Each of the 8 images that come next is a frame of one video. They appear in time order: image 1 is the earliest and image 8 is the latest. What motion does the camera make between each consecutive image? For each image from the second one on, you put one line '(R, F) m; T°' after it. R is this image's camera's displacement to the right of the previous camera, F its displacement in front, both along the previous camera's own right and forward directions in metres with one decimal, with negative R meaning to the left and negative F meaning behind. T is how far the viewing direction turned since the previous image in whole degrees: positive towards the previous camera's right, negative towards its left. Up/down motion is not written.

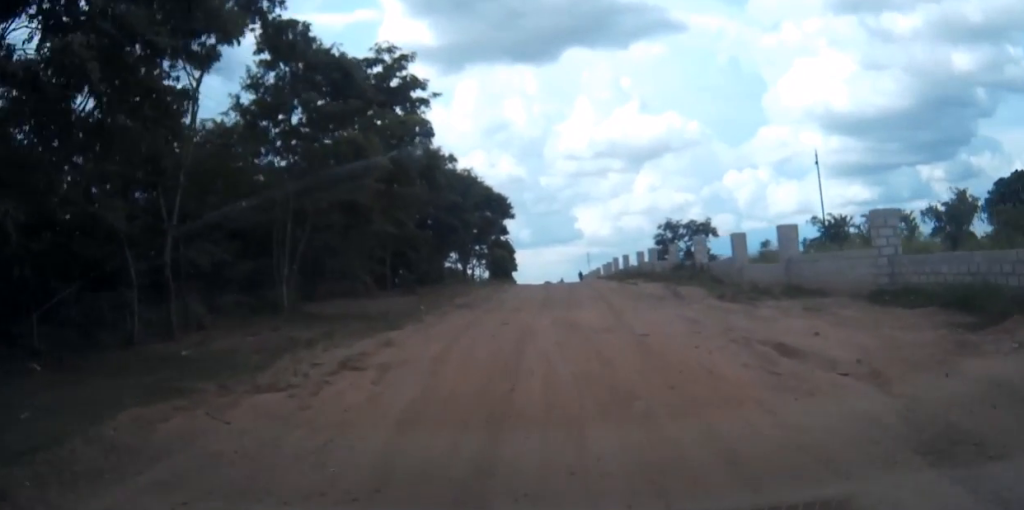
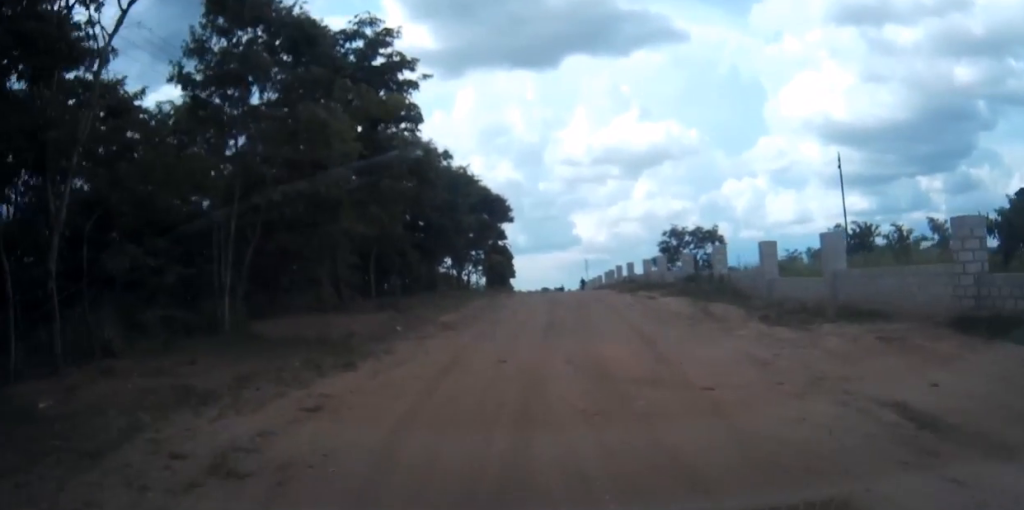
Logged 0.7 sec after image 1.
(0.0, +3.5) m; -1°
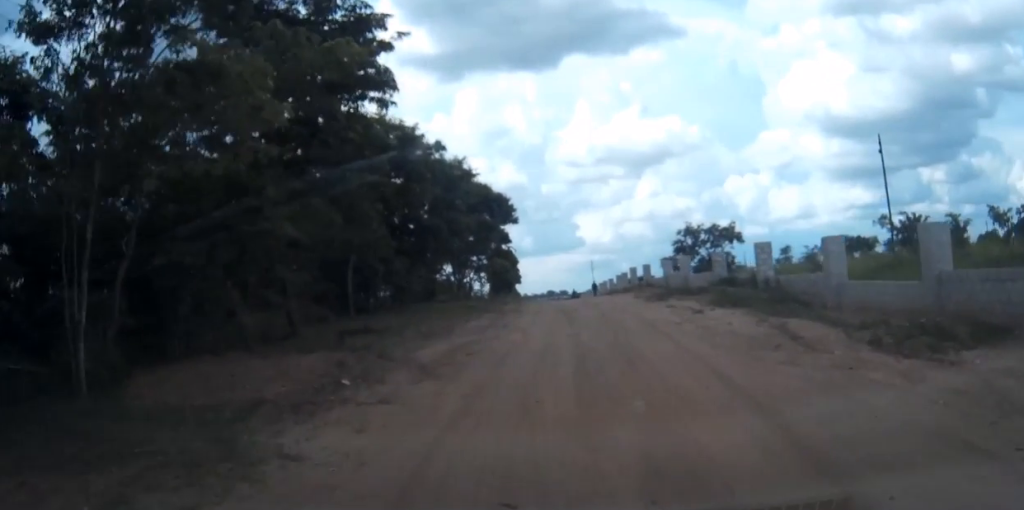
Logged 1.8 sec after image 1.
(-0.1, +5.4) m; +1°
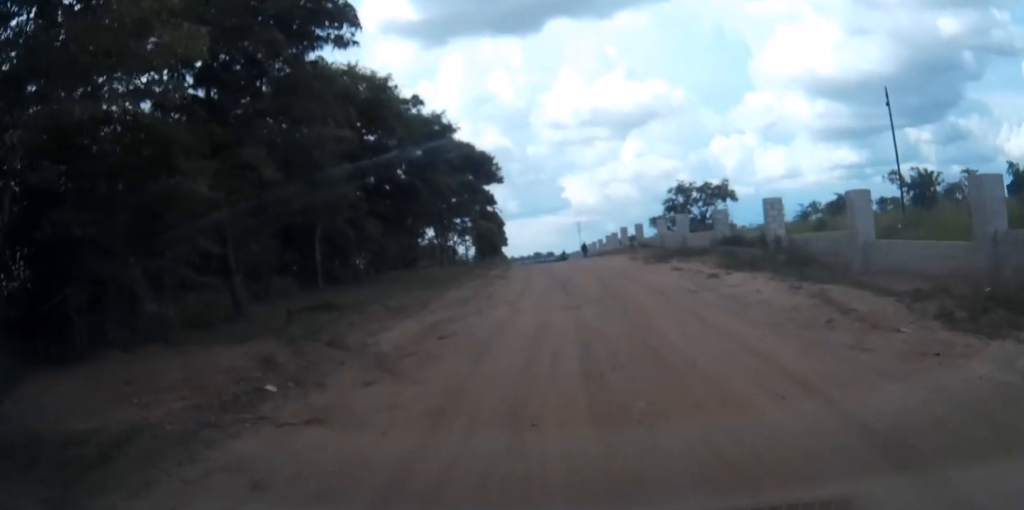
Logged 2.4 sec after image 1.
(0.0, +2.8) m; +2°
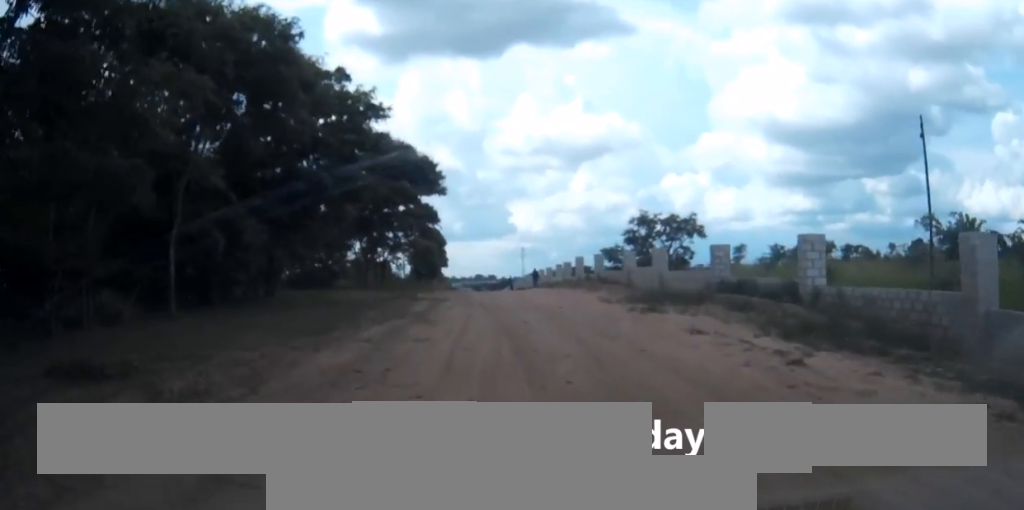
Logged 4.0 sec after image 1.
(+0.3, +7.3) m; +3°
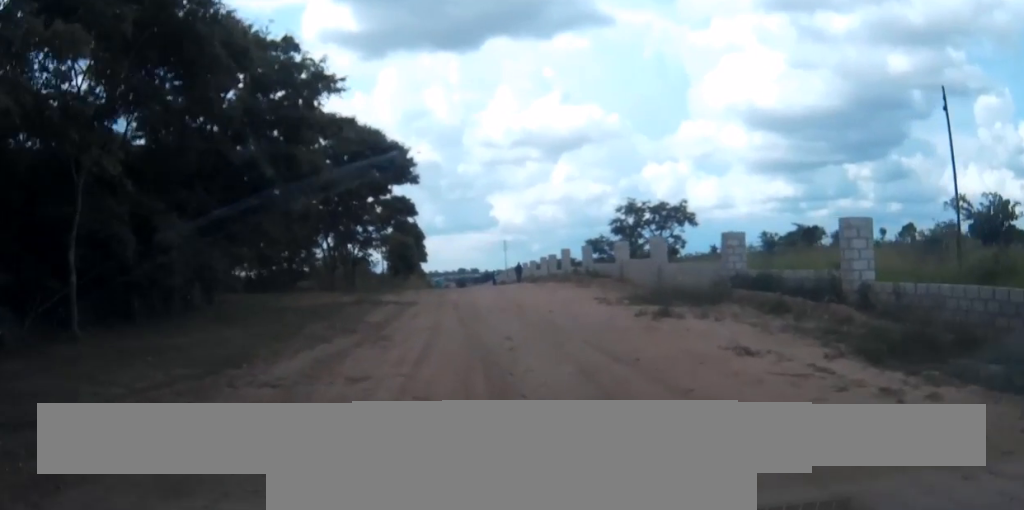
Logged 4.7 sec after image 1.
(-0.1, +3.6) m; +2°
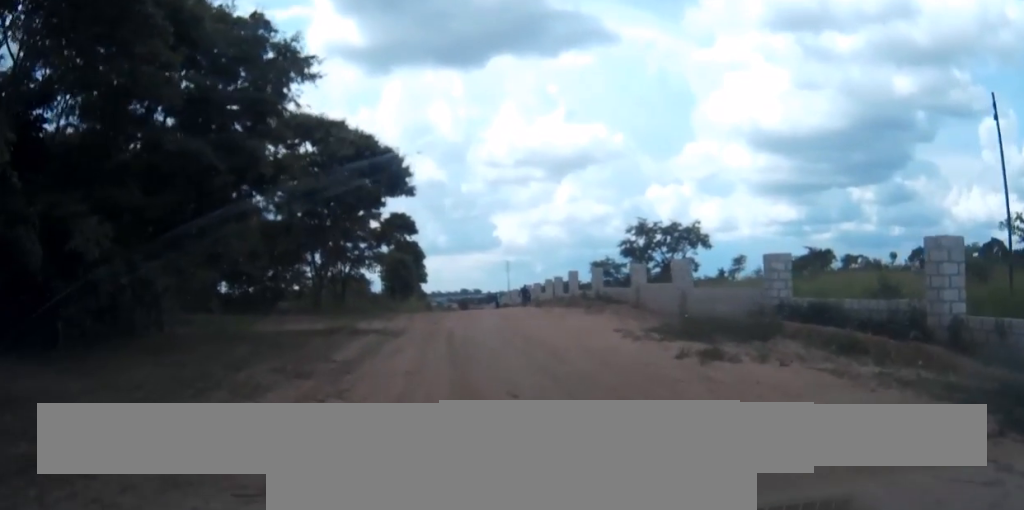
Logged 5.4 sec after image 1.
(+0.2, +3.3) m; +2°
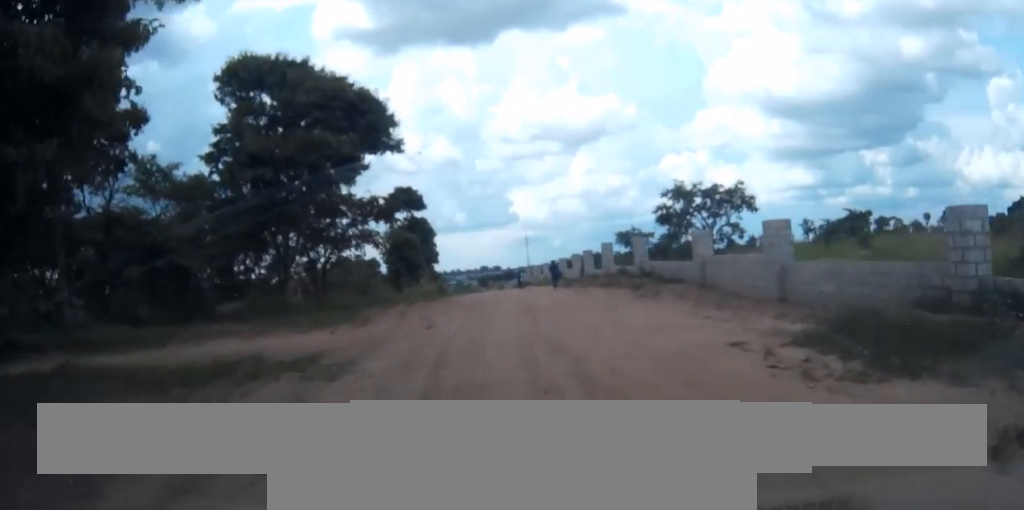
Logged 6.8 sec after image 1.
(0.0, +7.8) m; 0°
